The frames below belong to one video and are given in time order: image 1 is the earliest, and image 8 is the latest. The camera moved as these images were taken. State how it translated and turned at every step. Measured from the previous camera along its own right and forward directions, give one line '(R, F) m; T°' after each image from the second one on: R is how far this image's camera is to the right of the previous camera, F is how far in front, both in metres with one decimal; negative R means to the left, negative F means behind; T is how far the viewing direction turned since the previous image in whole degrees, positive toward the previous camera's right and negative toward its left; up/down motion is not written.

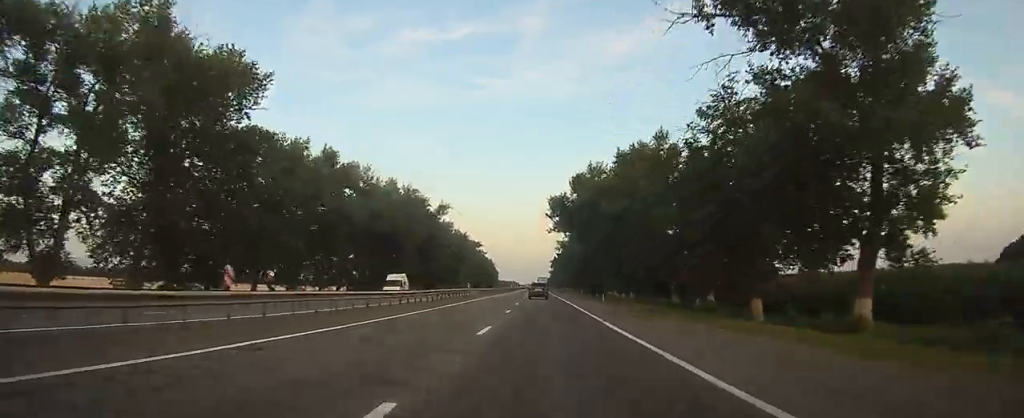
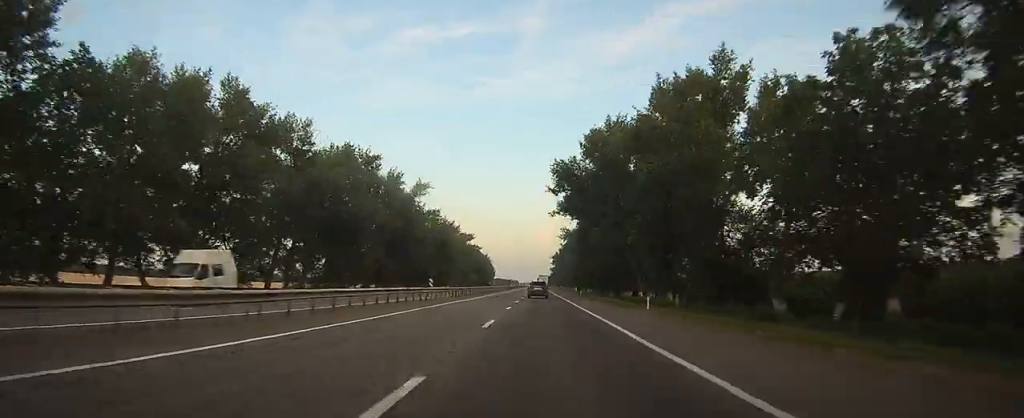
(0.0, +22.1) m; 0°
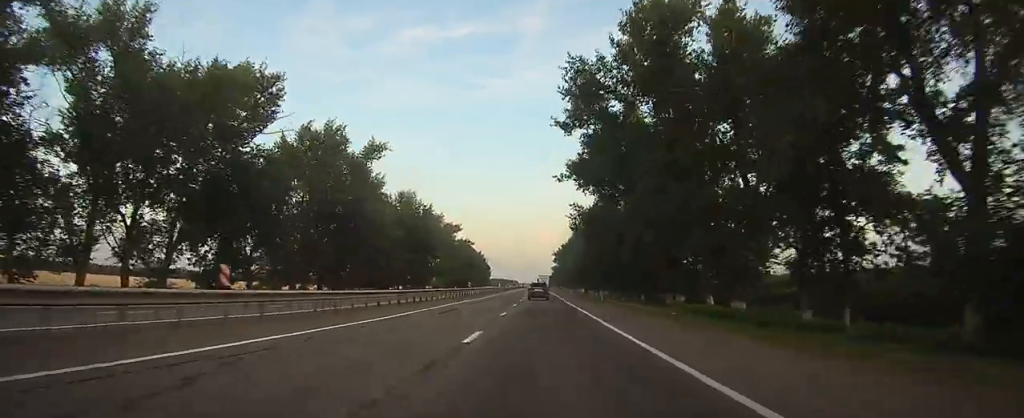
(0.0, +27.7) m; 0°
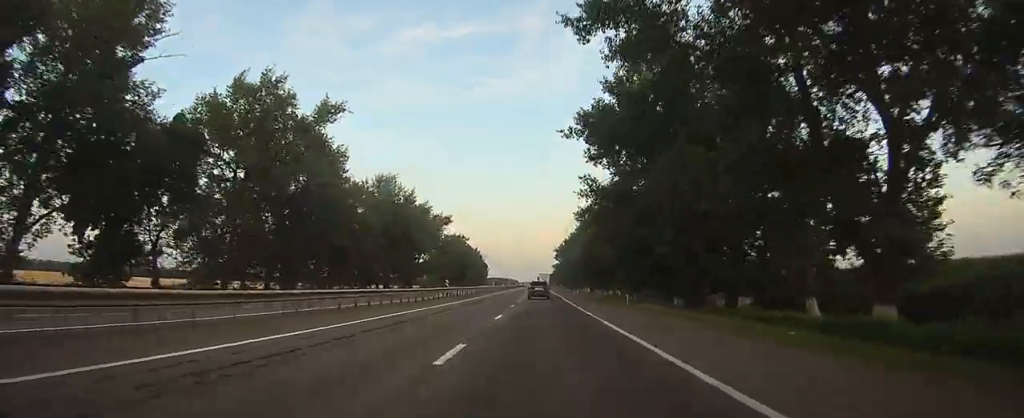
(0.0, +15.5) m; 0°
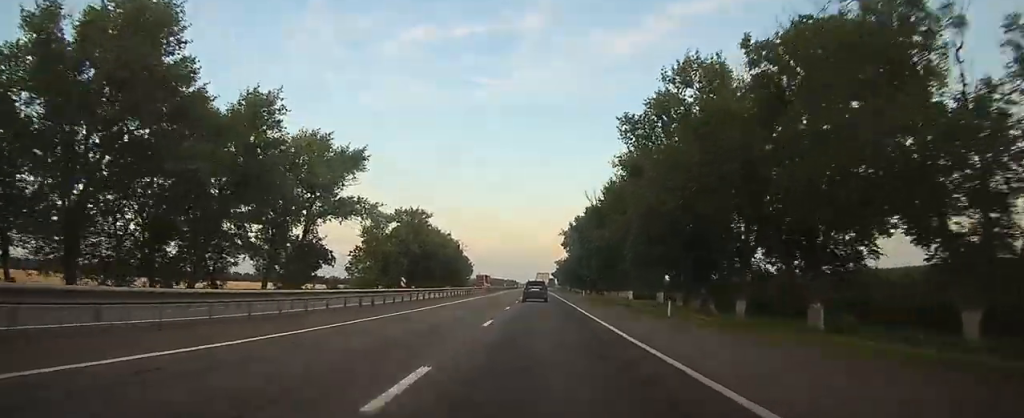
(-0.2, +63.0) m; 0°
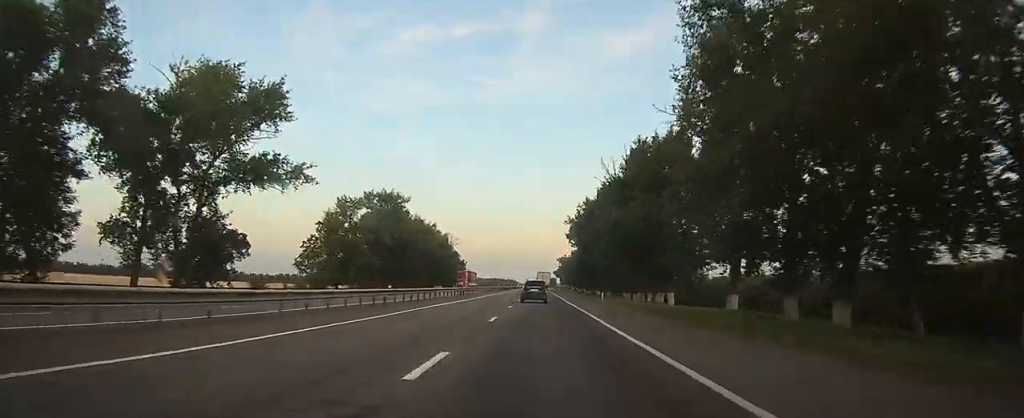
(0.0, +22.0) m; 0°
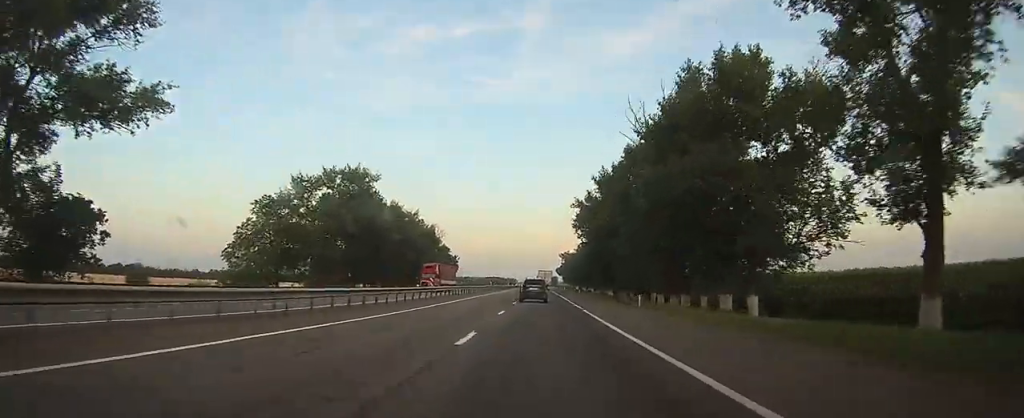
(0.0, +19.8) m; 0°
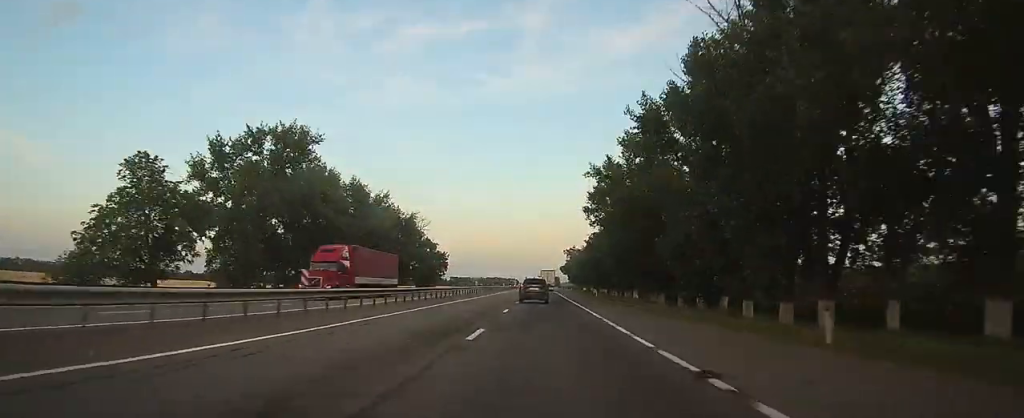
(+0.1, +23.0) m; 0°
